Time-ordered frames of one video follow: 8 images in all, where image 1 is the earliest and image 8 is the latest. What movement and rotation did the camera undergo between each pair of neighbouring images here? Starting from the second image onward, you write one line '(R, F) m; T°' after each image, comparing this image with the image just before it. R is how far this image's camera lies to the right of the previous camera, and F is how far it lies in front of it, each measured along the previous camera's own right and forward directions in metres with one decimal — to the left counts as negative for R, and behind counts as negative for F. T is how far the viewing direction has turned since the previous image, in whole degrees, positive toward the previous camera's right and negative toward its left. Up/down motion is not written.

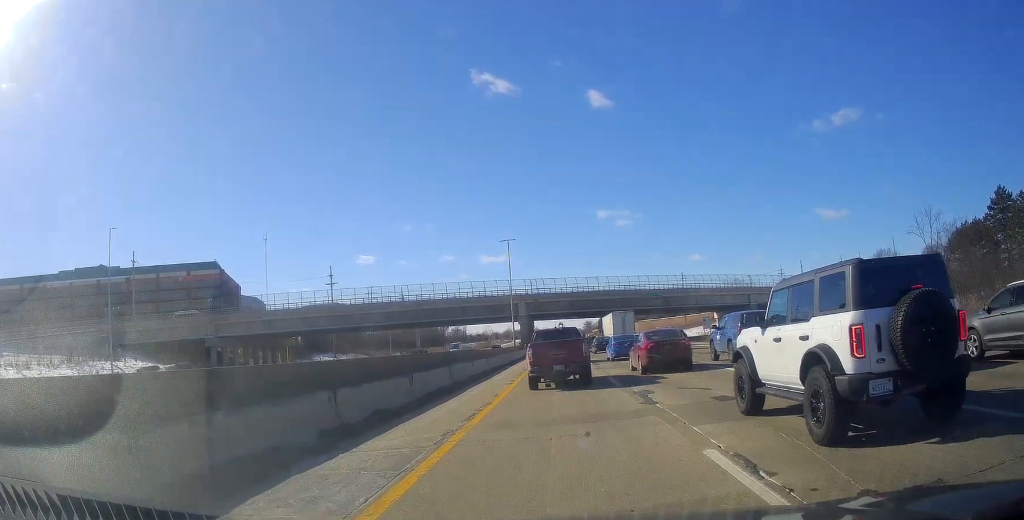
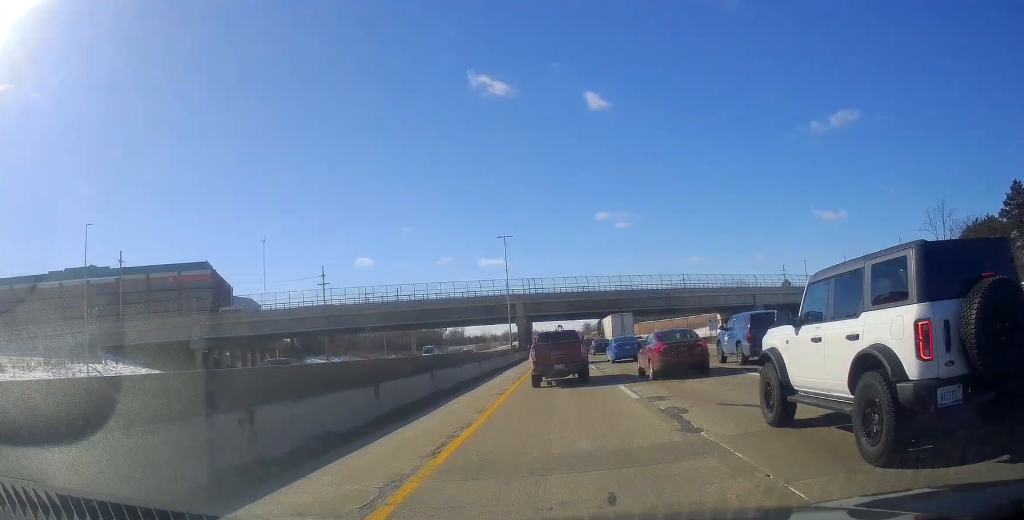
(0.0, +4.9) m; +2°
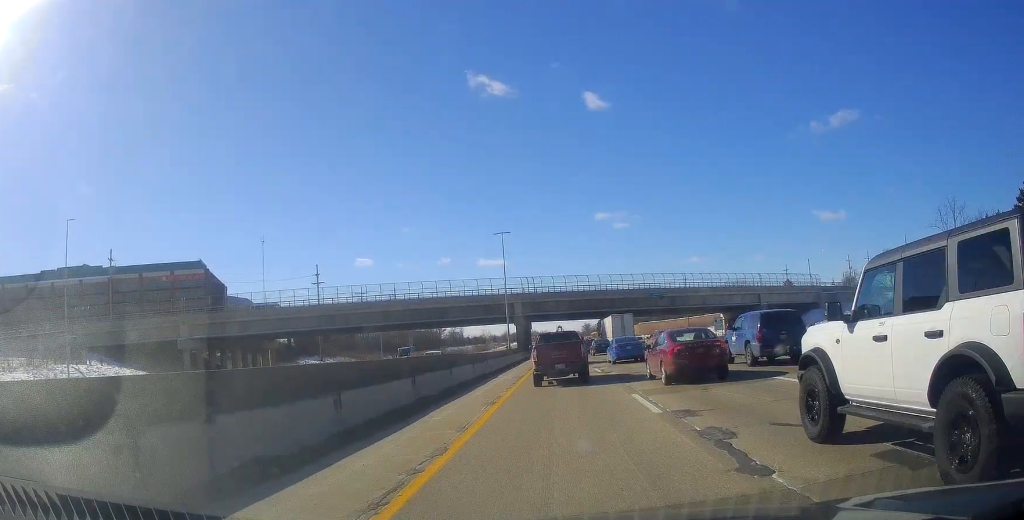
(-0.1, +3.4) m; +1°
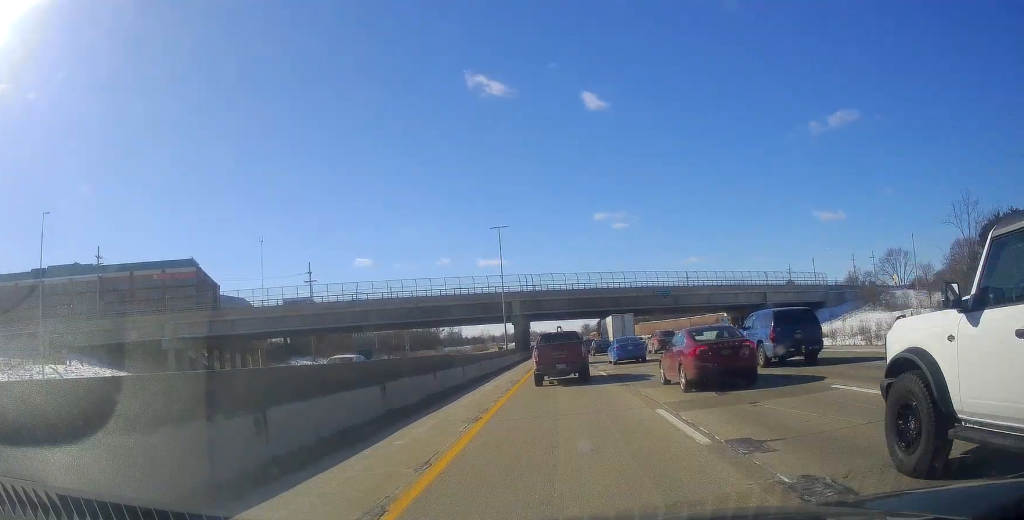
(+0.3, +4.1) m; 0°
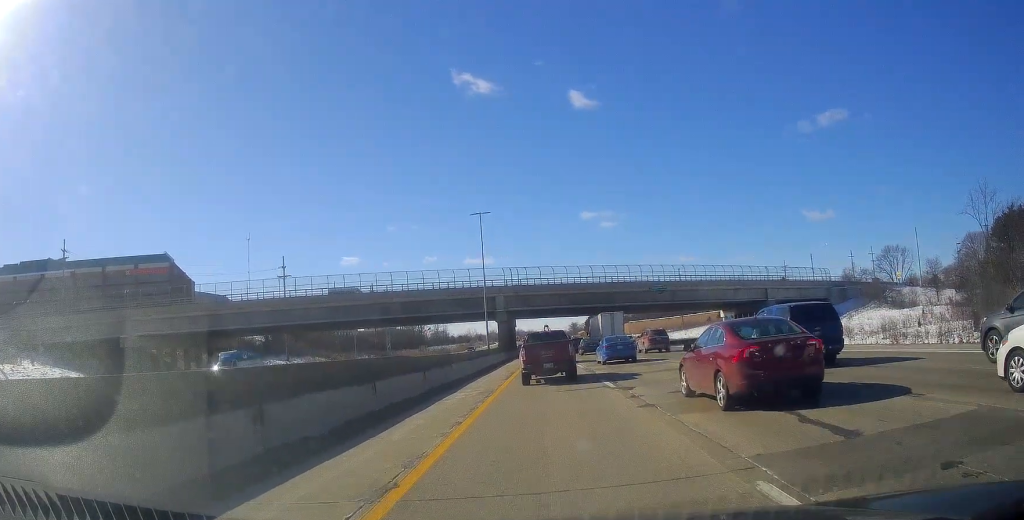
(0.0, +7.0) m; 0°
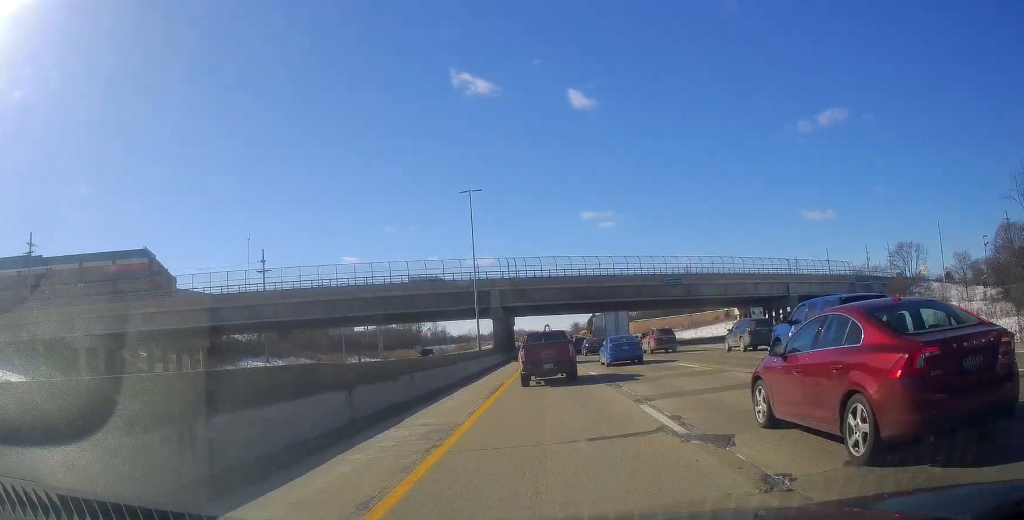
(0.0, +9.2) m; -1°
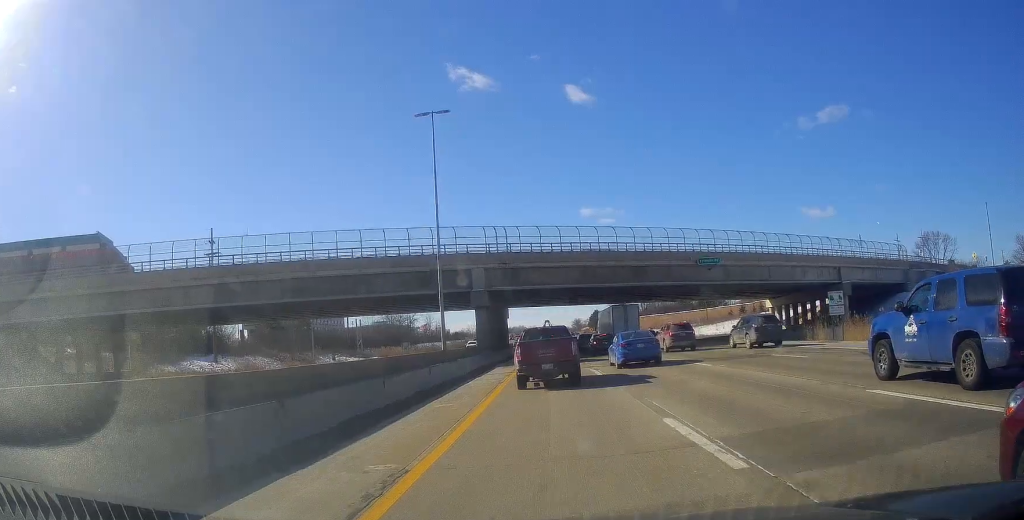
(-0.4, +17.0) m; -2°
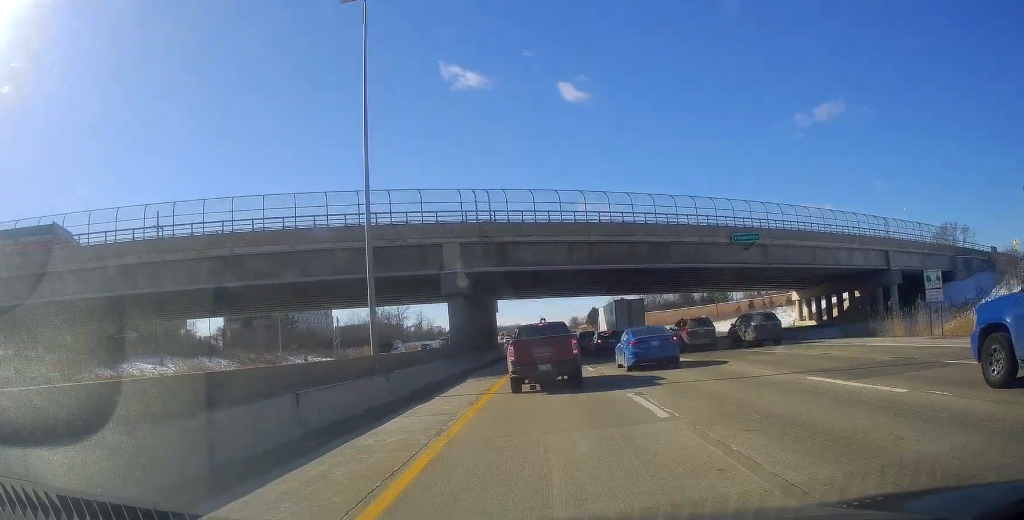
(0.0, +12.1) m; +1°
